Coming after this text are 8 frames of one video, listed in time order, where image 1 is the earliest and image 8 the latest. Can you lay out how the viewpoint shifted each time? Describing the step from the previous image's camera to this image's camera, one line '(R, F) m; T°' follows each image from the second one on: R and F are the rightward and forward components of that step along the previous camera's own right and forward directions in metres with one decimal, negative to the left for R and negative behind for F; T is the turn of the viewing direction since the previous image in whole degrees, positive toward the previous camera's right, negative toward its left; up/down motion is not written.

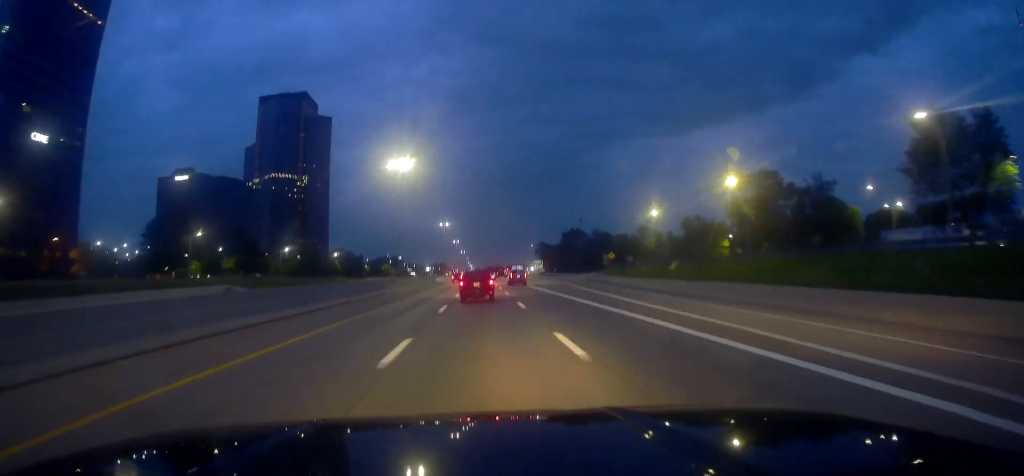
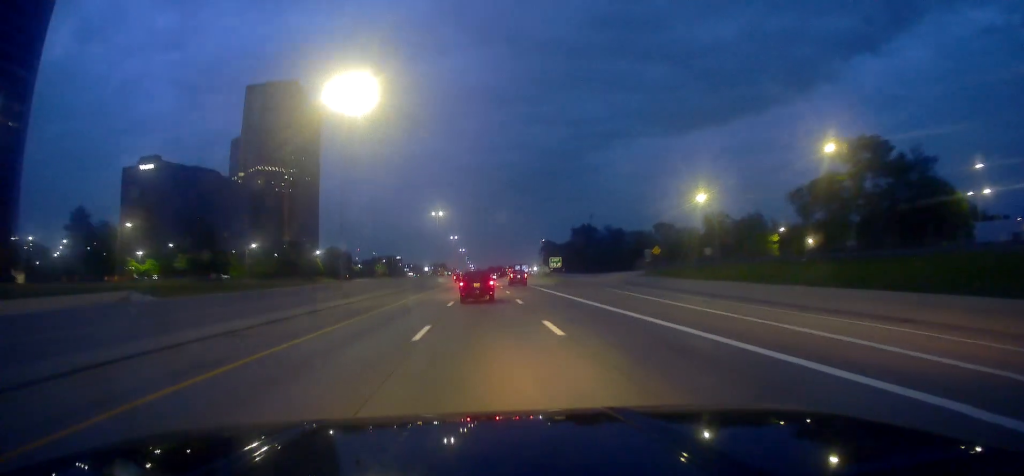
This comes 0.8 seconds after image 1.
(0.0, +27.1) m; 0°
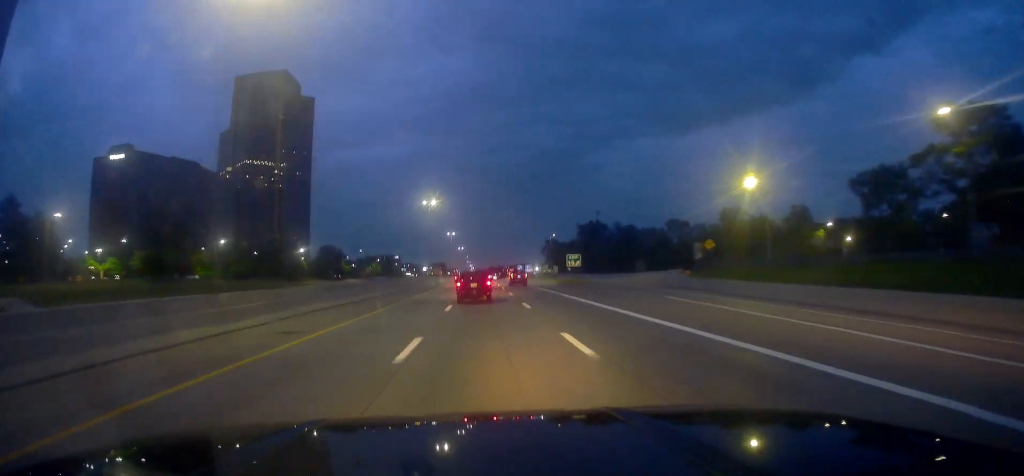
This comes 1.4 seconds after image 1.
(-0.1, +19.1) m; 0°
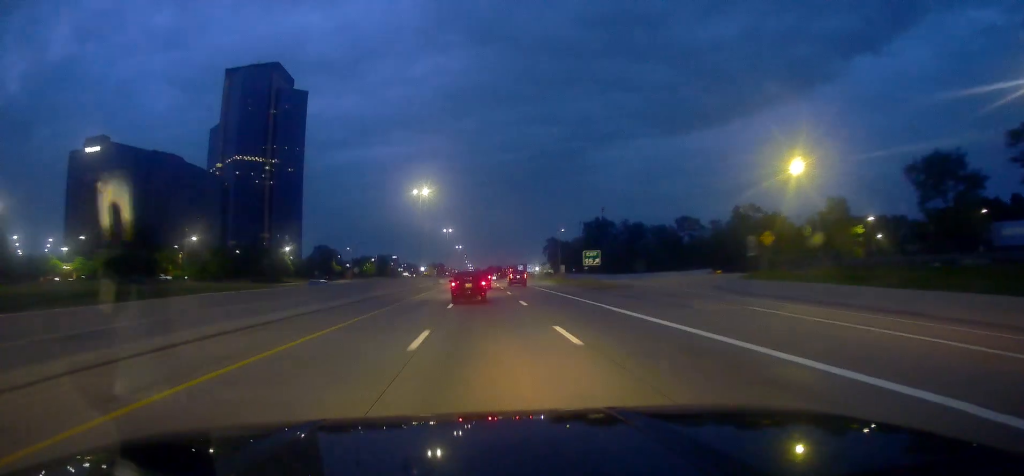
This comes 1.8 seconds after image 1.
(+0.1, +13.2) m; 0°
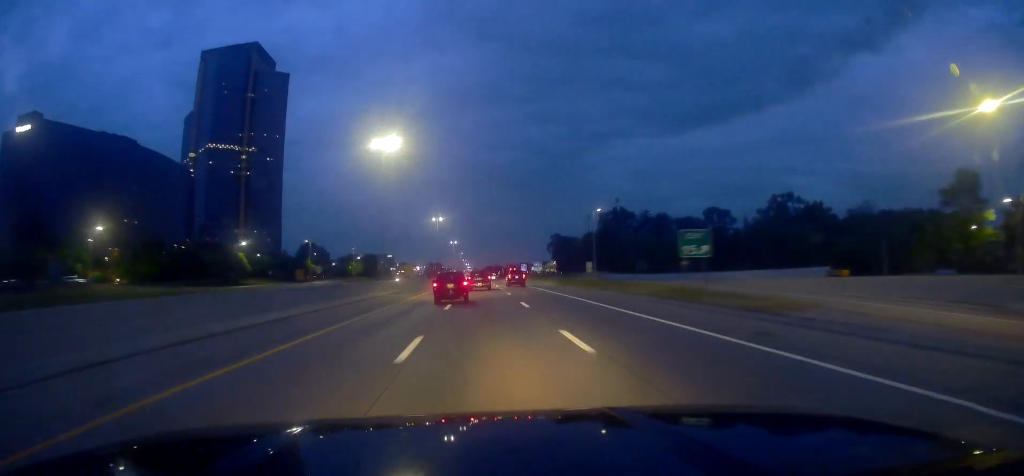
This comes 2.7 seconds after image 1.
(0.0, +31.9) m; 0°
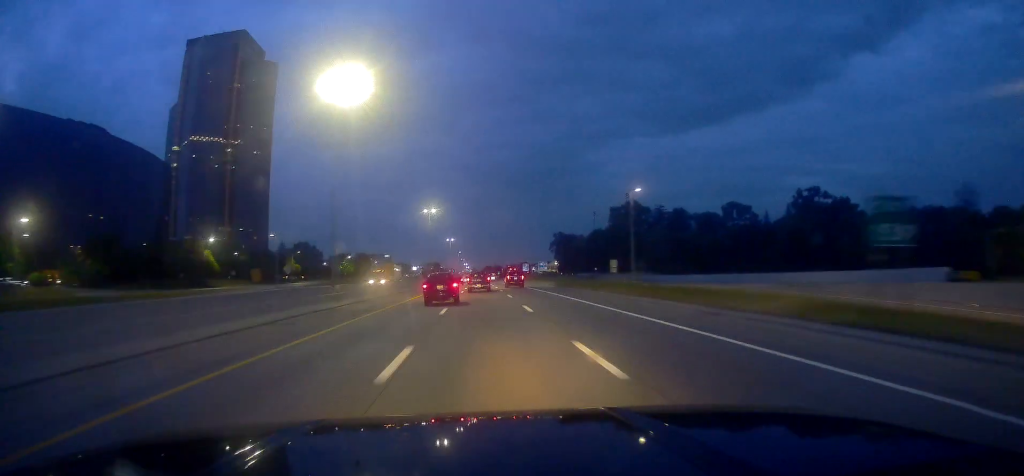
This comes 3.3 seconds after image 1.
(-0.1, +17.5) m; 0°
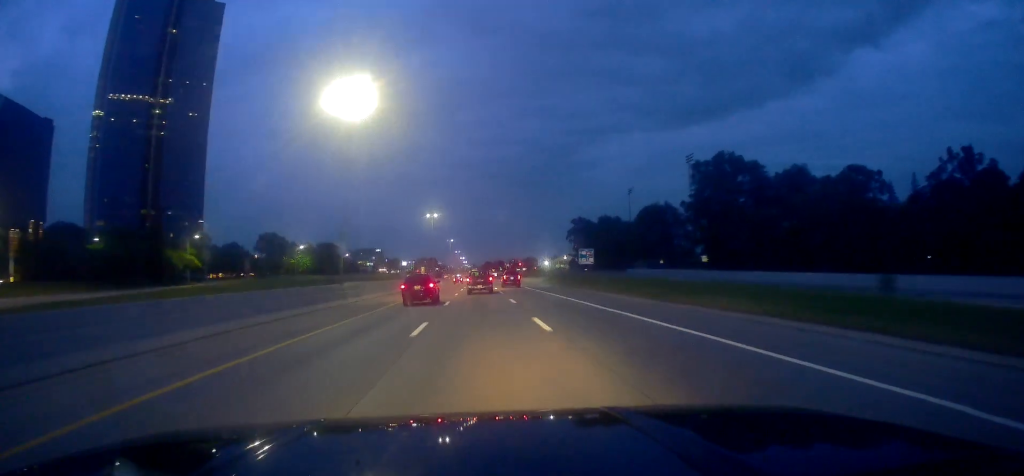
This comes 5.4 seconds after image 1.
(-0.7, +69.9) m; -1°
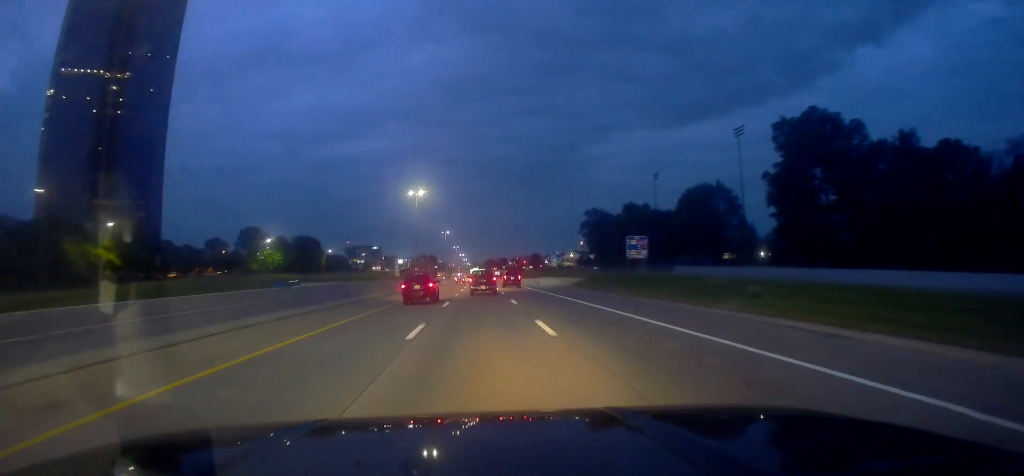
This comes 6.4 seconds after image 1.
(+0.6, +31.5) m; +1°
